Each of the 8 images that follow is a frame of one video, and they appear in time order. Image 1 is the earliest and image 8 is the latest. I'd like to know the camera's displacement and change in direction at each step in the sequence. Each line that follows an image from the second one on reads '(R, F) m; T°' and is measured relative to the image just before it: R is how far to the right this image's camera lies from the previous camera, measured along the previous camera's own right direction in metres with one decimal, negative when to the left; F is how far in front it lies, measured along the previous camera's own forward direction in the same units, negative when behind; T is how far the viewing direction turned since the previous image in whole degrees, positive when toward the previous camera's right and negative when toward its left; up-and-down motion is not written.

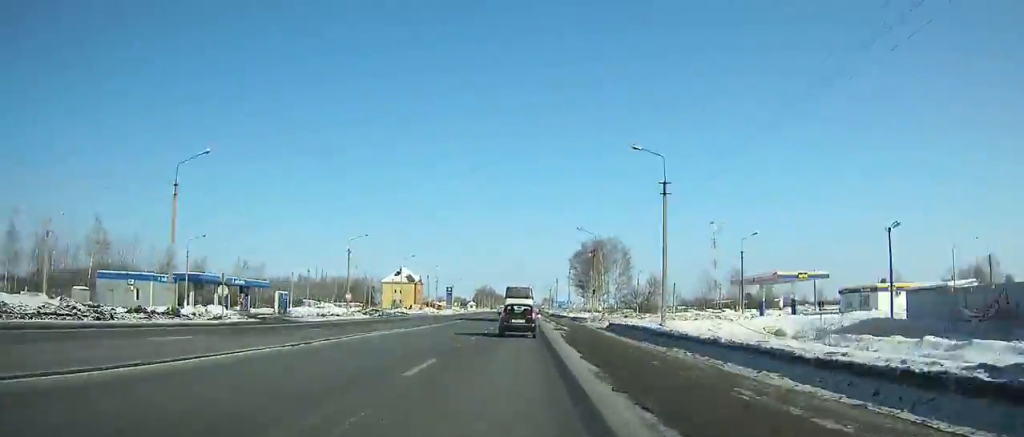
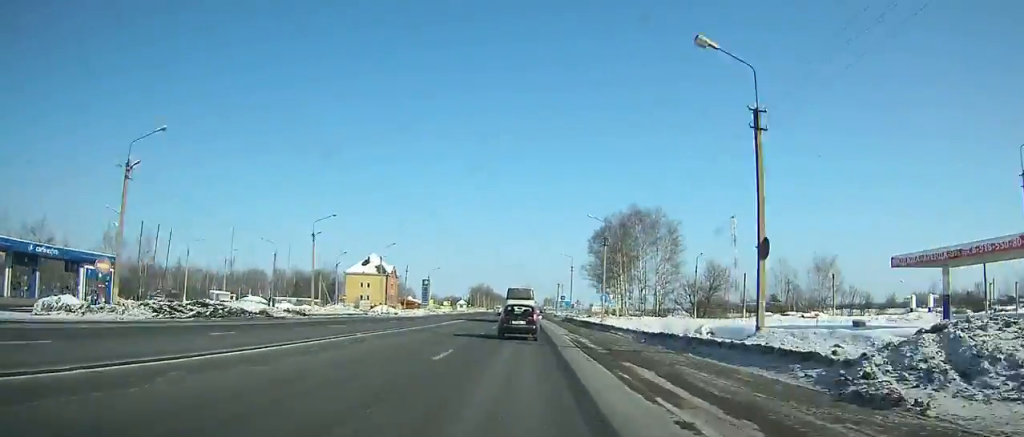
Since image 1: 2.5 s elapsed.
(0.0, +44.2) m; 0°
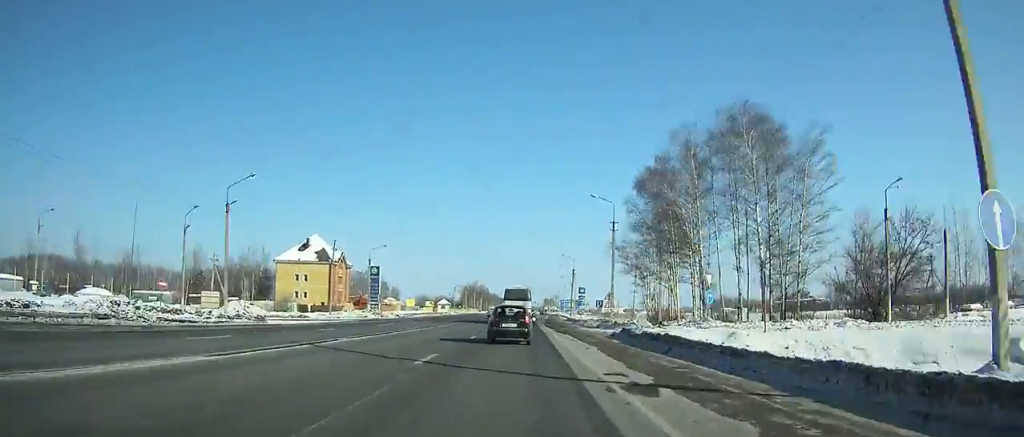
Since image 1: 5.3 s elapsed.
(+0.1, +46.9) m; 0°
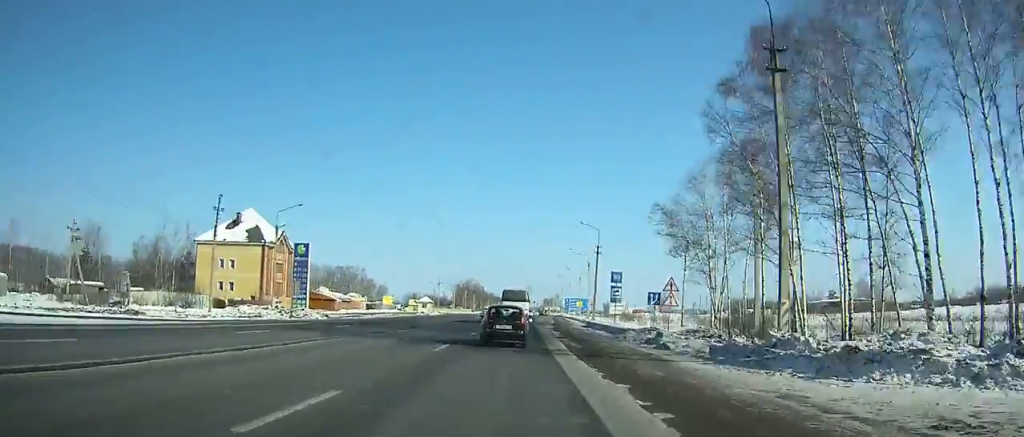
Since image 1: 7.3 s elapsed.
(+0.1, +31.4) m; 0°
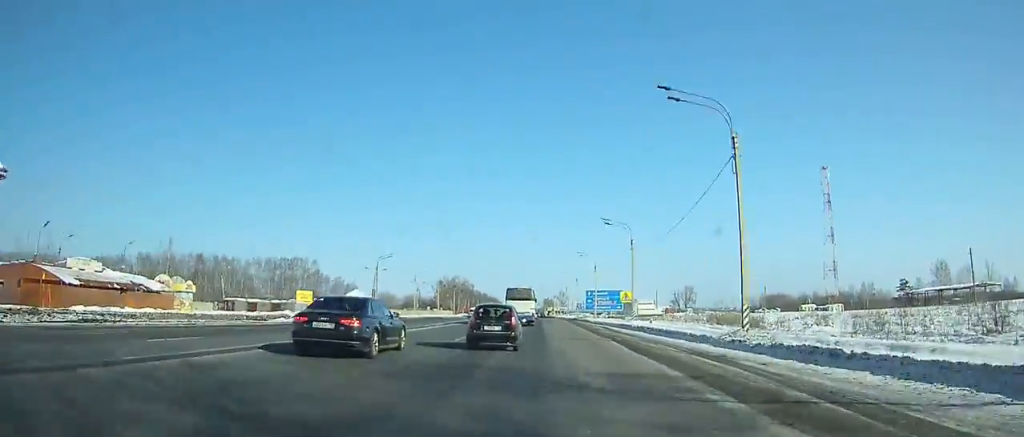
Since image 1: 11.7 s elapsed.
(+0.2, +63.7) m; 0°
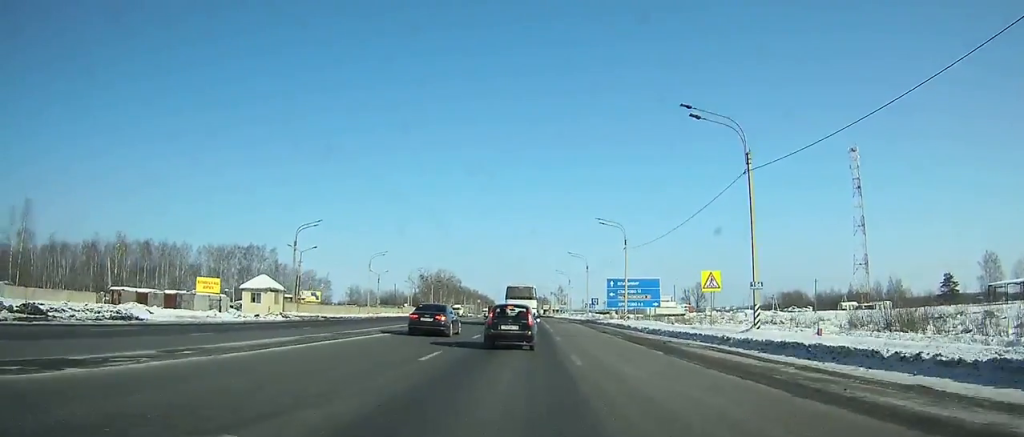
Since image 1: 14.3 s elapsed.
(-0.1, +32.2) m; 0°
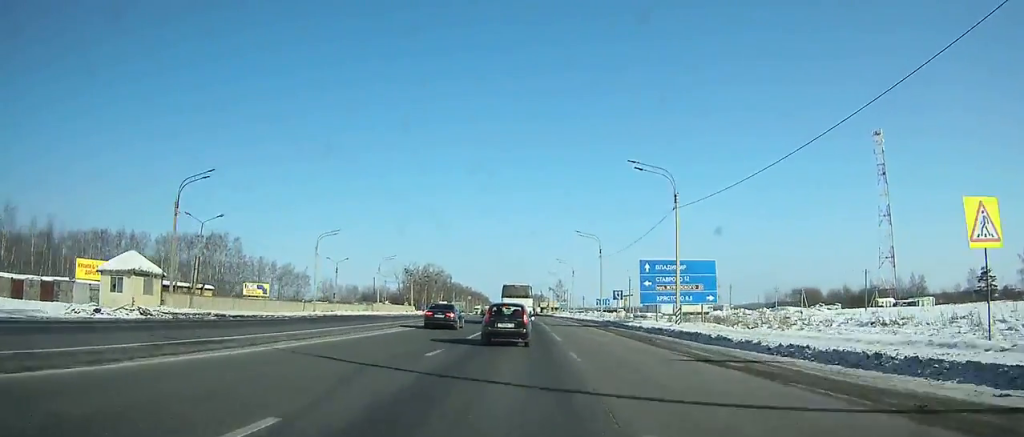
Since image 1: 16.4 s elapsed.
(+0.1, +23.2) m; 0°
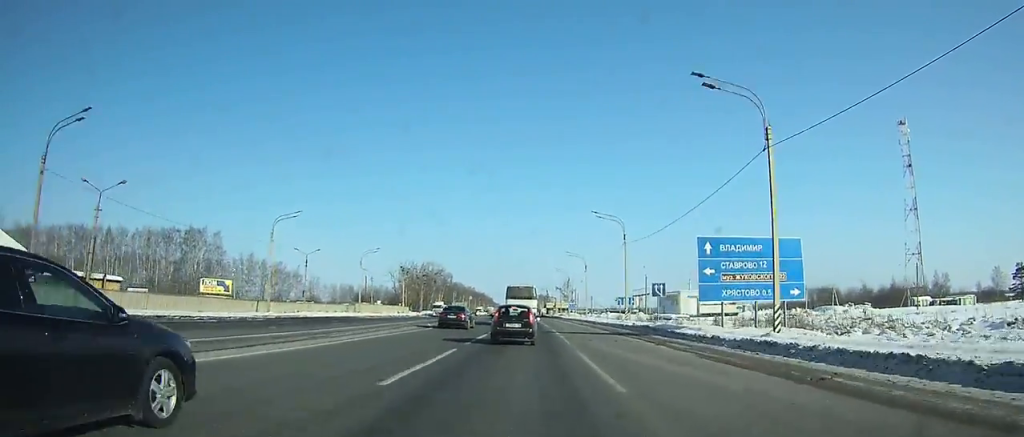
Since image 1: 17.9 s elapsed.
(0.0, +15.8) m; 0°
